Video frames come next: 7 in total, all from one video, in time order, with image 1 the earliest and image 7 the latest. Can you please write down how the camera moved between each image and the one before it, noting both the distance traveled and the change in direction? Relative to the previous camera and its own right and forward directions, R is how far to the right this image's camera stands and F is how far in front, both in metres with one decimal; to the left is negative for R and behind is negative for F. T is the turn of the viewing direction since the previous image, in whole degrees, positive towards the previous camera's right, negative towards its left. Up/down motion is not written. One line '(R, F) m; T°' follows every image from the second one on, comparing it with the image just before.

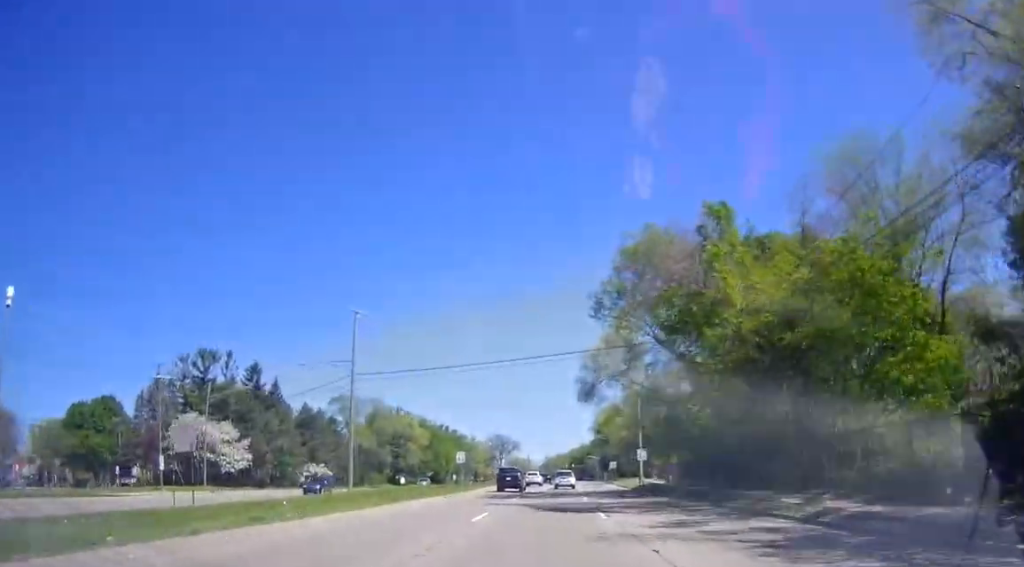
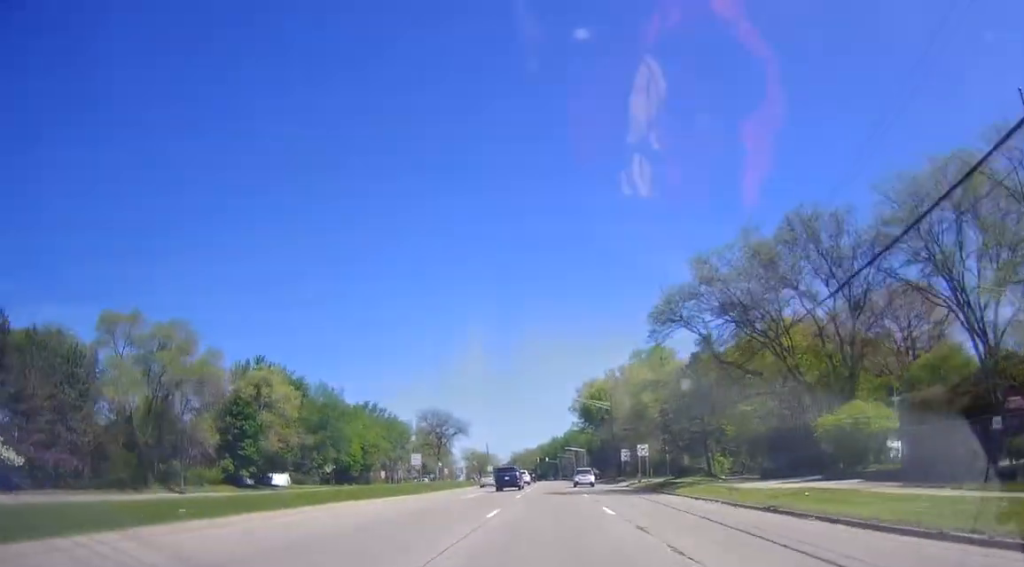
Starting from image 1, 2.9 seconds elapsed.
(+1.8, +59.3) m; +4°
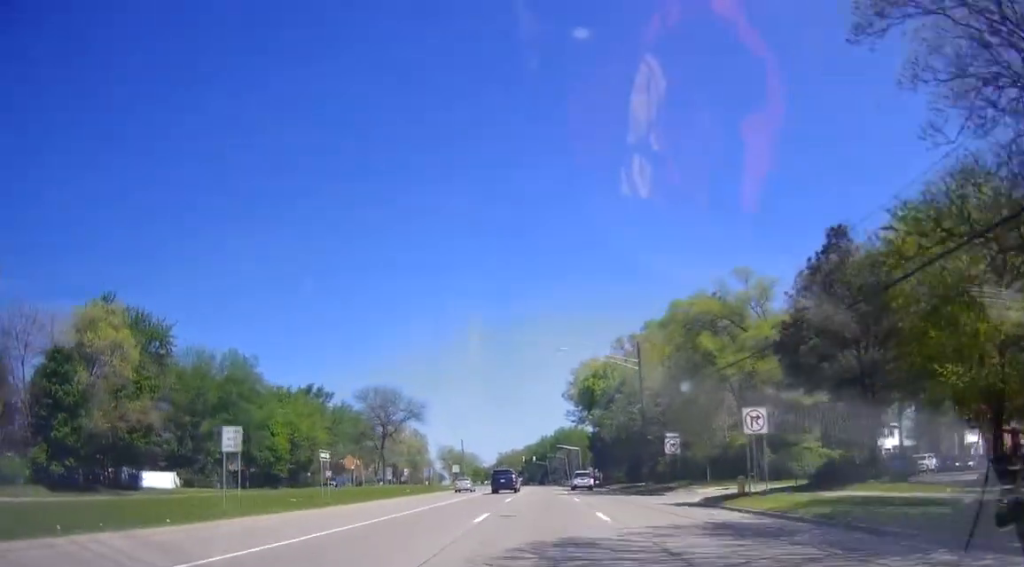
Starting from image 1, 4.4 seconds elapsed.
(0.0, +32.0) m; 0°
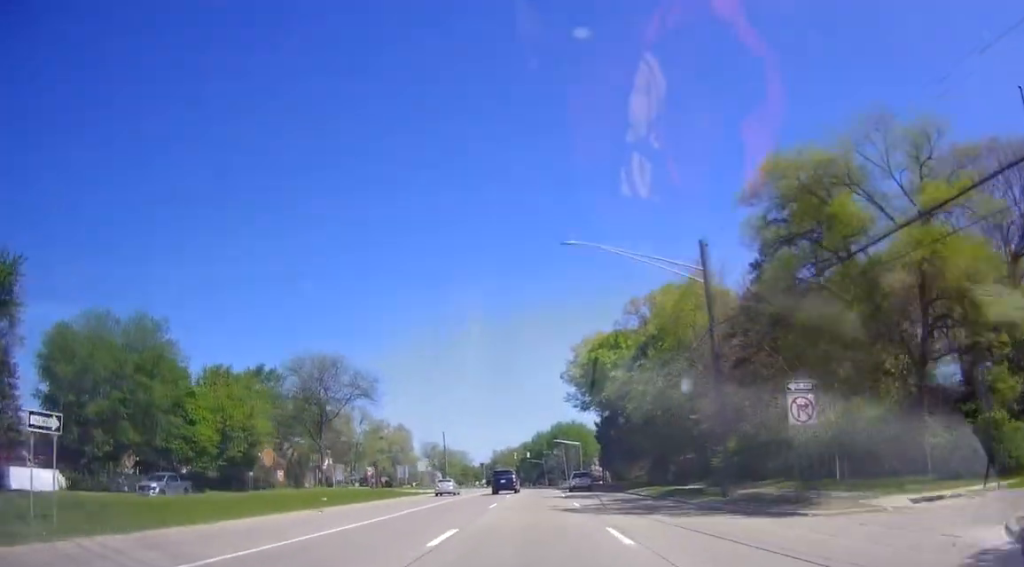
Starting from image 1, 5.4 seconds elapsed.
(0.0, +21.5) m; 0°
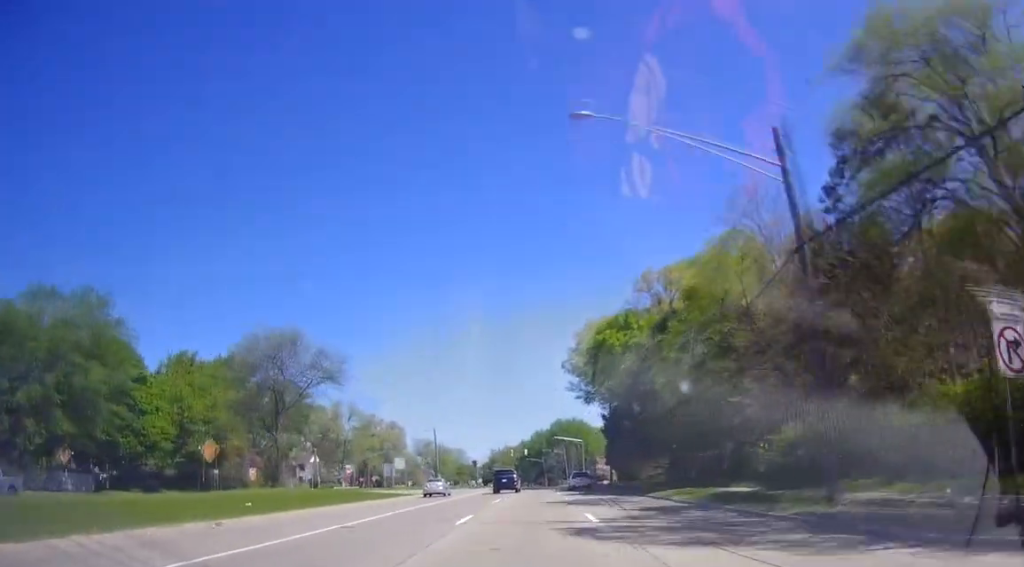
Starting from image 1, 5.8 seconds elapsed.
(-0.1, +10.1) m; 0°
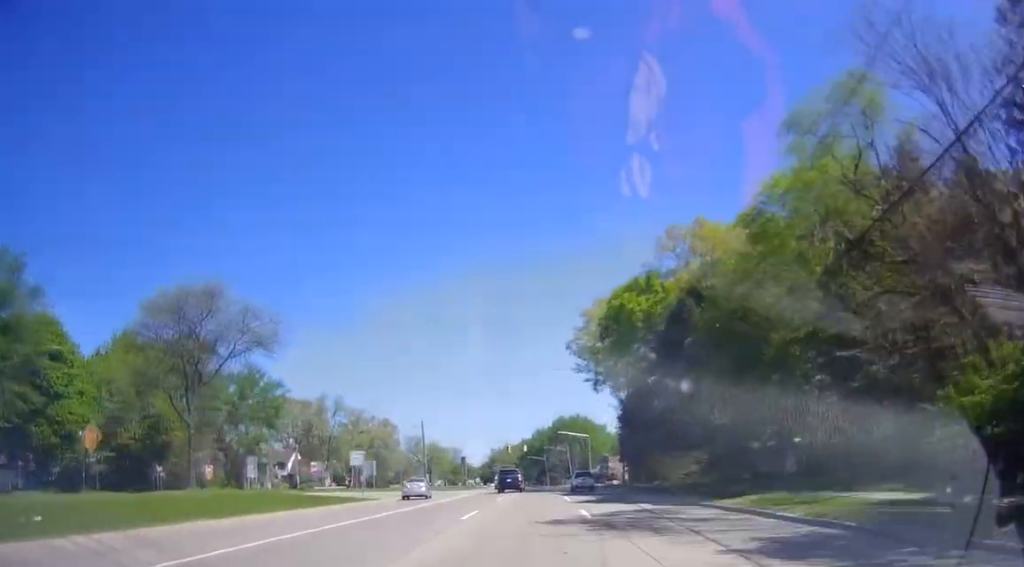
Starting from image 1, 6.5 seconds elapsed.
(+0.1, +13.8) m; 0°
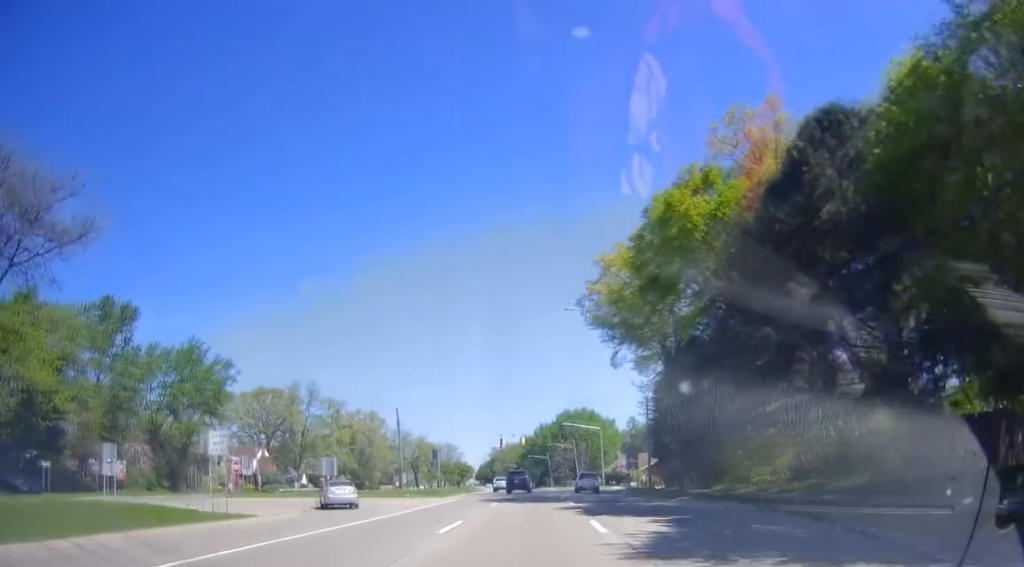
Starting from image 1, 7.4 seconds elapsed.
(+0.1, +19.6) m; 0°
